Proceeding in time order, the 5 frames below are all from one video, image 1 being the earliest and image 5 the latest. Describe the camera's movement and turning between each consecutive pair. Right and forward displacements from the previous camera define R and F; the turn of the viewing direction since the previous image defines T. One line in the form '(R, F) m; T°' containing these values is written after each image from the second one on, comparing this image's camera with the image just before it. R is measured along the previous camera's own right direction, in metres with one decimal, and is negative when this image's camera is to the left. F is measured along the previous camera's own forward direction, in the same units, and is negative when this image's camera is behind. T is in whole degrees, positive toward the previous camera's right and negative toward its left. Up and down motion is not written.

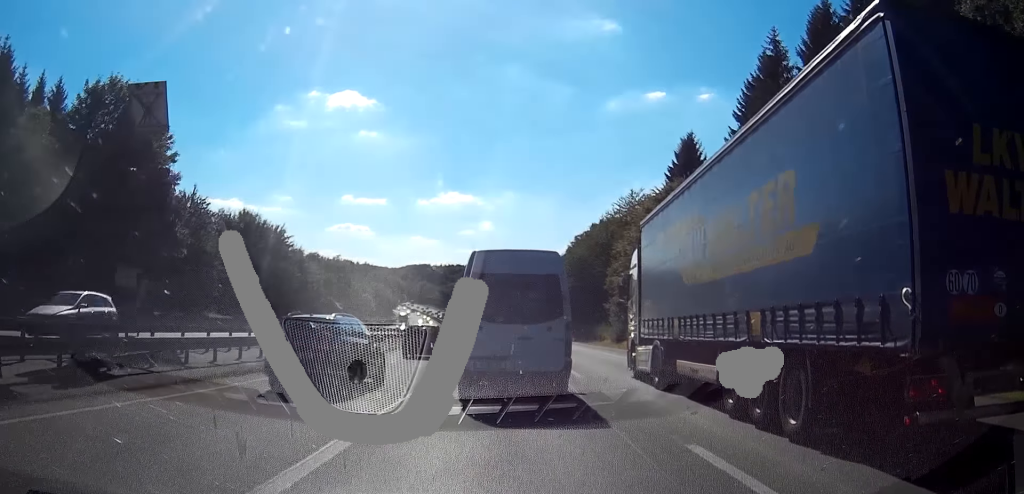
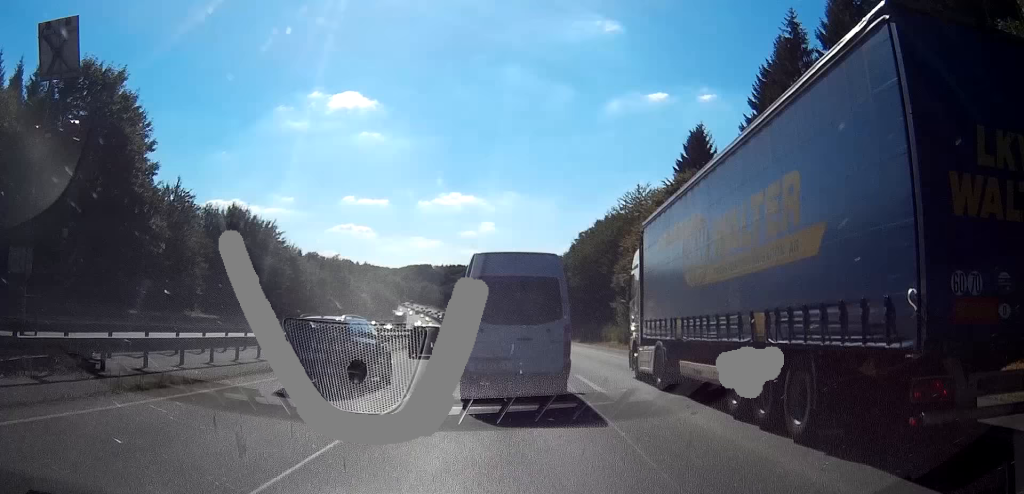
(0.0, +4.6) m; 0°
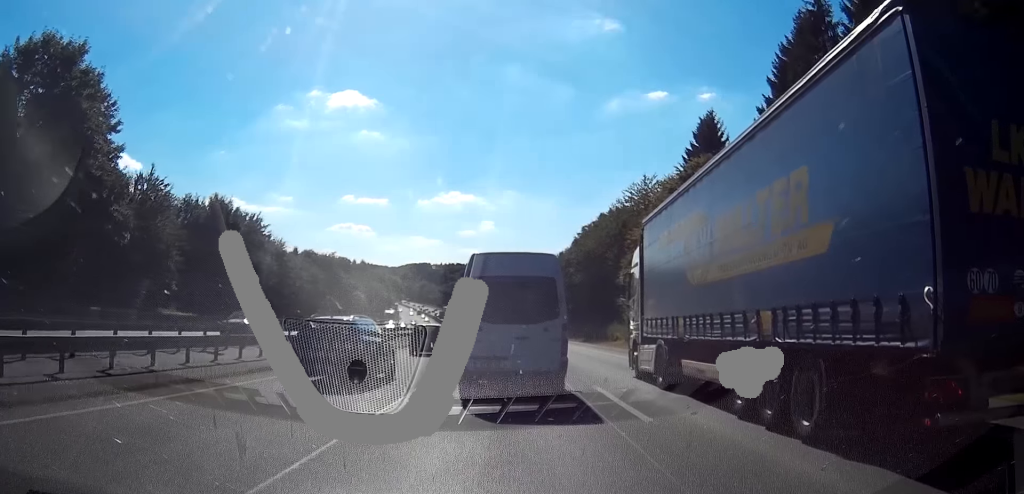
(0.0, +5.9) m; 0°
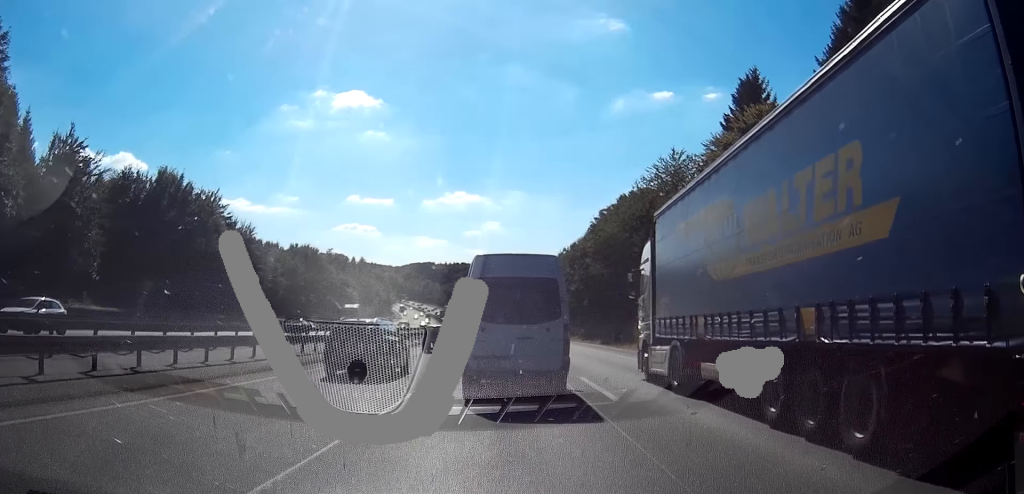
(0.0, +15.4) m; 0°
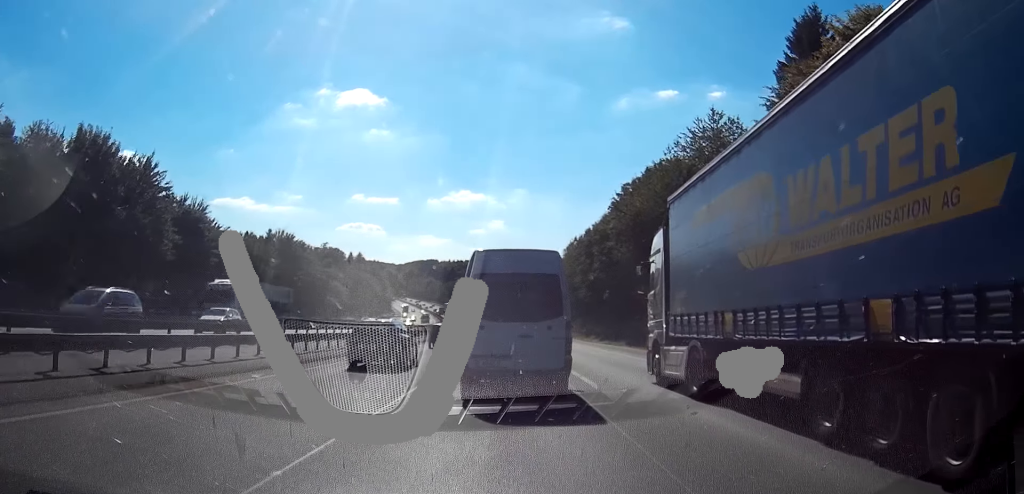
(0.0, +14.9) m; 0°
